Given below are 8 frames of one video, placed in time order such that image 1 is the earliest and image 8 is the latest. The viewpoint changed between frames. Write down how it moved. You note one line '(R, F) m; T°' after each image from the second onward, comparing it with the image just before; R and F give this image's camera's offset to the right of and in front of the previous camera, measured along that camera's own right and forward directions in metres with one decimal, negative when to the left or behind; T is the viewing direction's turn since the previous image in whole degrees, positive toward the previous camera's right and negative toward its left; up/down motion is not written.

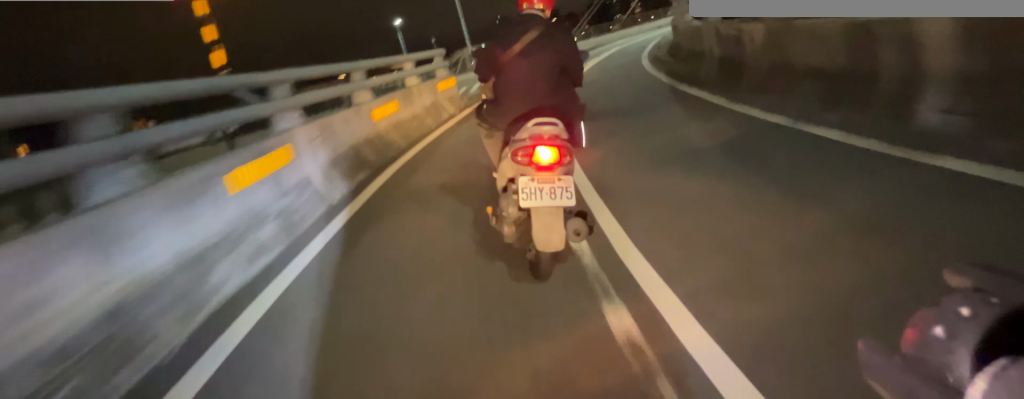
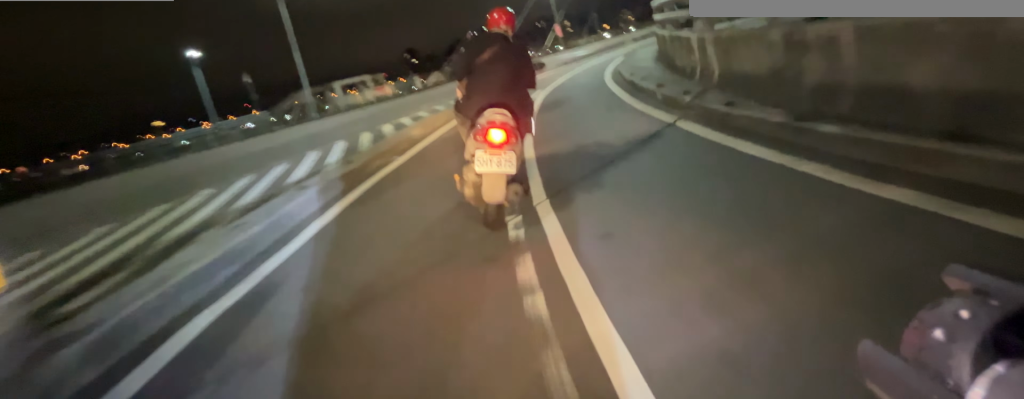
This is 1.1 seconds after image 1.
(0.0, +8.2) m; +1°
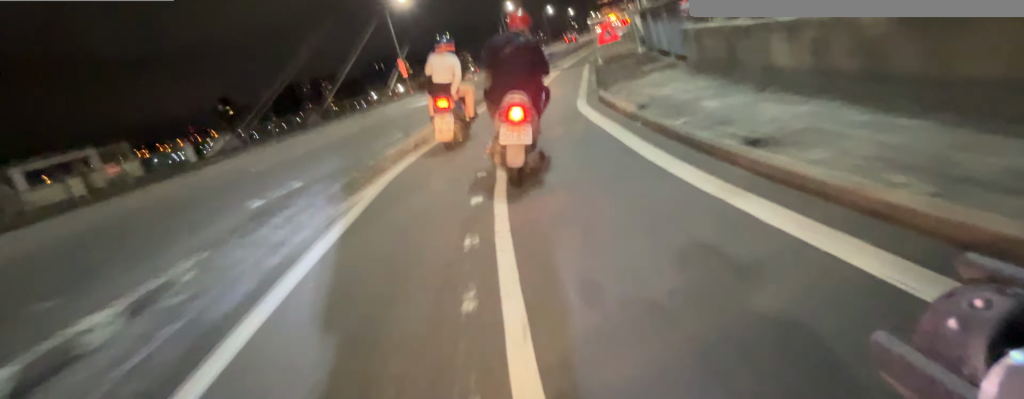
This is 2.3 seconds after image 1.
(+0.2, +9.9) m; +20°
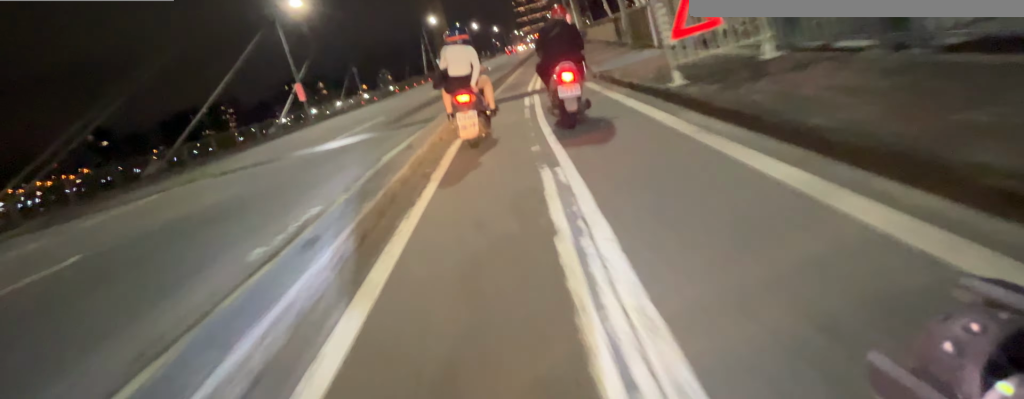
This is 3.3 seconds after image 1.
(+2.4, +8.2) m; +16°
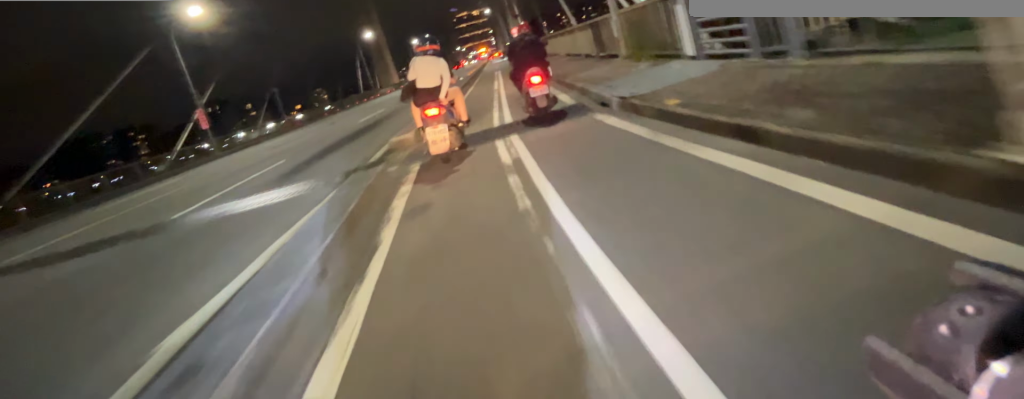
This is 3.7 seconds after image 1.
(+0.2, +4.7) m; +2°
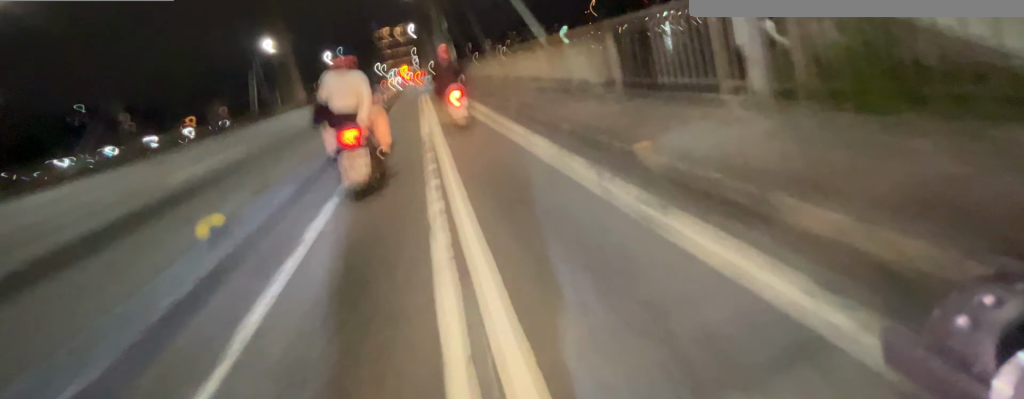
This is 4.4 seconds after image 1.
(0.0, +7.4) m; 0°
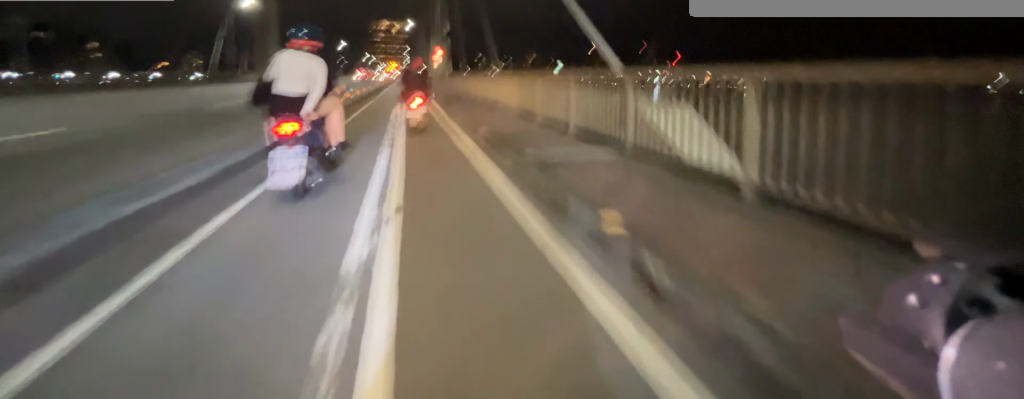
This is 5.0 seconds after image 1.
(0.0, +6.2) m; 0°
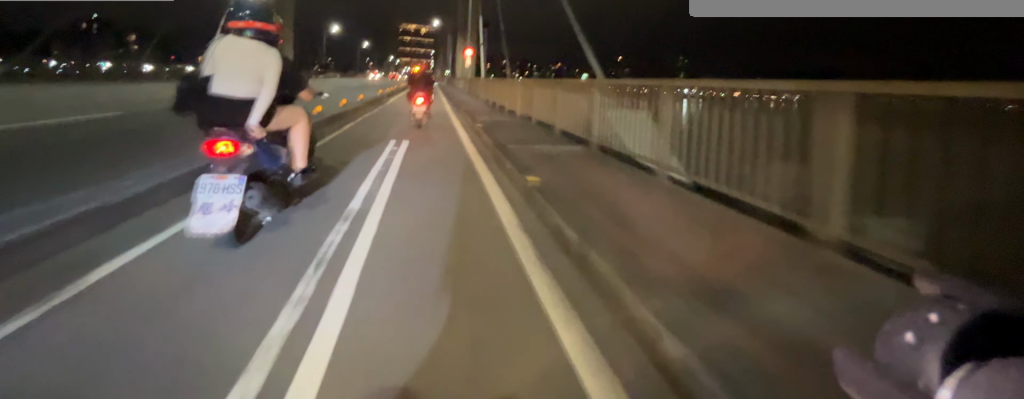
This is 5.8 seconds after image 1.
(0.0, +9.5) m; 0°
